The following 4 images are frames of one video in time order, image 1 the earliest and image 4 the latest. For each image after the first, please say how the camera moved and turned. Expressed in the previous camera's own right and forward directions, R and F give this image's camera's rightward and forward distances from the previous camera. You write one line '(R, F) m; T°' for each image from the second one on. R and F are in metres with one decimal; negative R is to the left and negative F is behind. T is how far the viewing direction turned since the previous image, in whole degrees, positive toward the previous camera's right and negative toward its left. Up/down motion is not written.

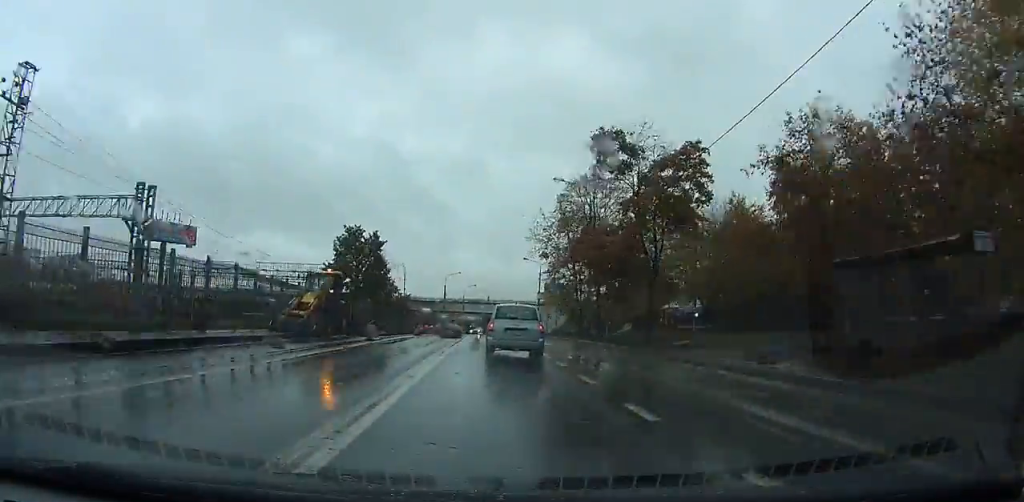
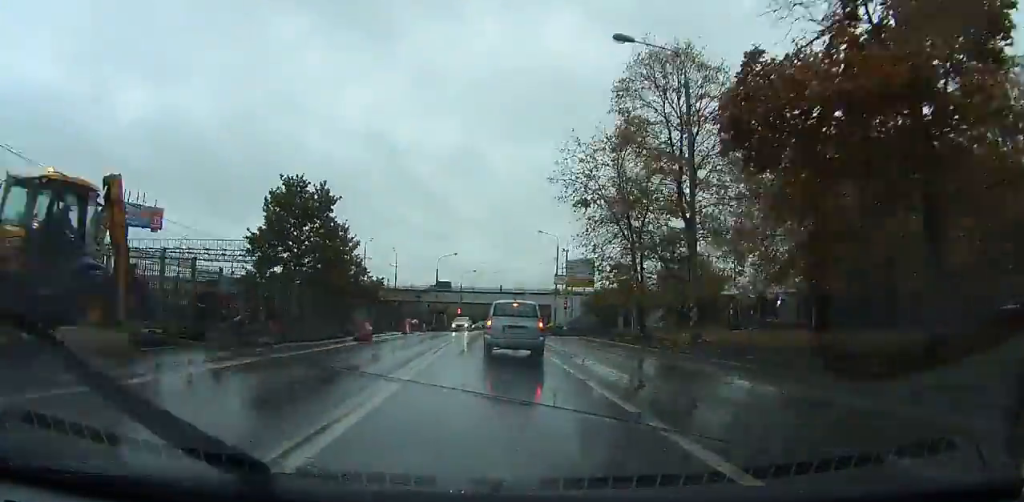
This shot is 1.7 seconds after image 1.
(-0.3, +17.9) m; -1°
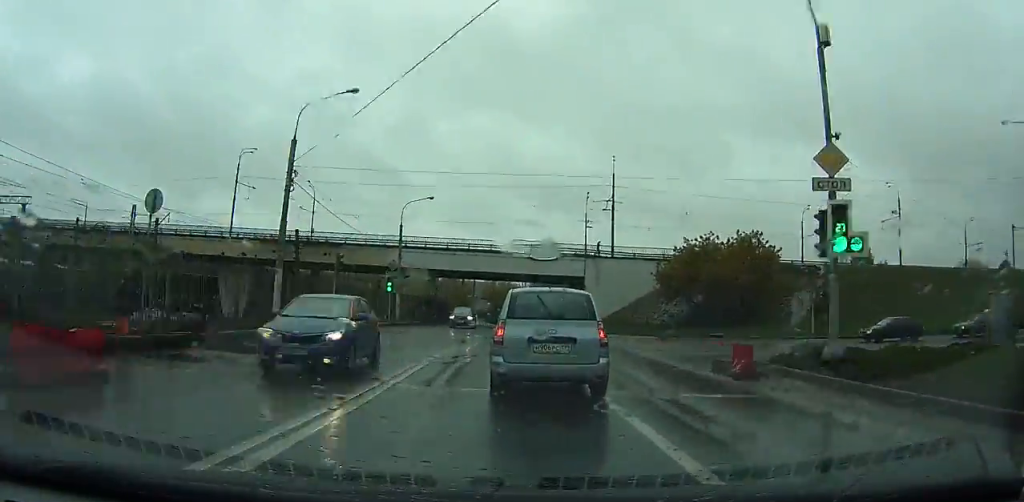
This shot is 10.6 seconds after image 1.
(+0.9, +68.3) m; +4°
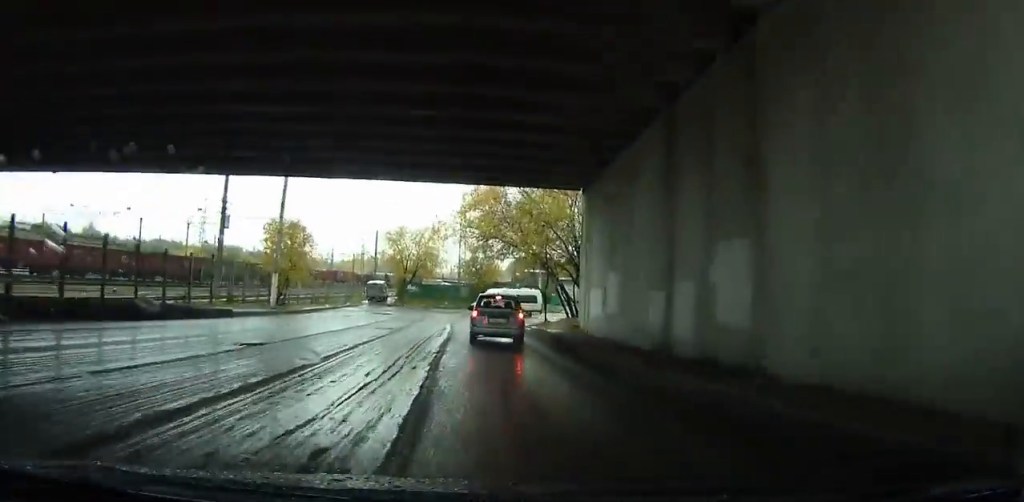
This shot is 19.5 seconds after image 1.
(+2.7, +56.4) m; +4°
